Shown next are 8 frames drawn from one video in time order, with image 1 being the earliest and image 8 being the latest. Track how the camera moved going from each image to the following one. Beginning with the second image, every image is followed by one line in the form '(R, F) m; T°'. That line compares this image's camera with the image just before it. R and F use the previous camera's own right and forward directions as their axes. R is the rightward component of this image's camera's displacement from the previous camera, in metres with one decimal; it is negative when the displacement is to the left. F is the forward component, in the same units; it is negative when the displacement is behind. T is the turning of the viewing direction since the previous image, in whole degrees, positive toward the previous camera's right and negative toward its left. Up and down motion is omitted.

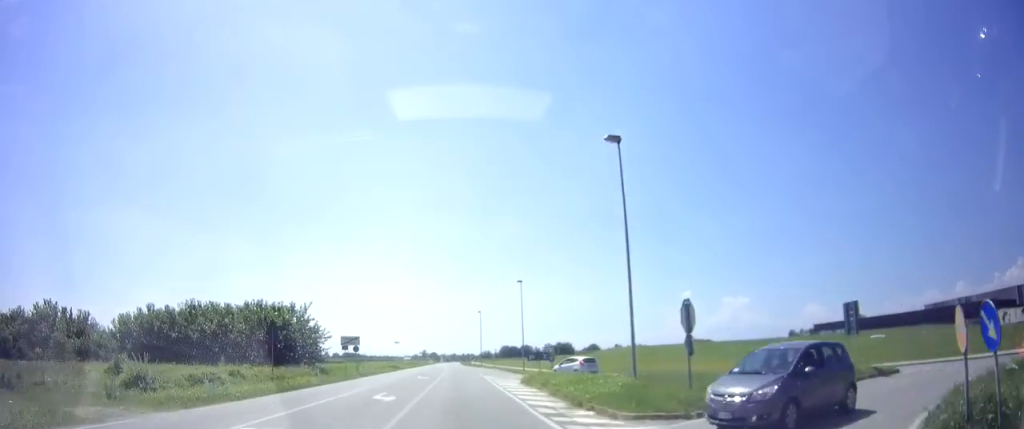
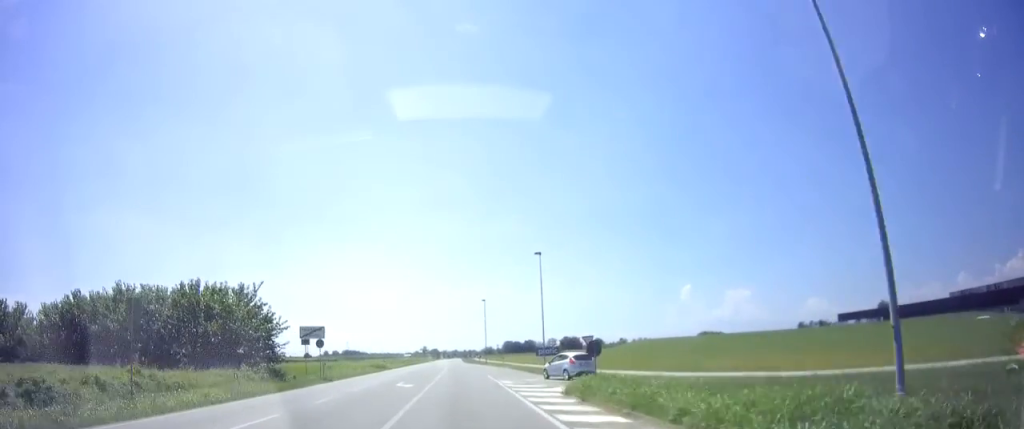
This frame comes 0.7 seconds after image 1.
(0.0, +12.5) m; 0°
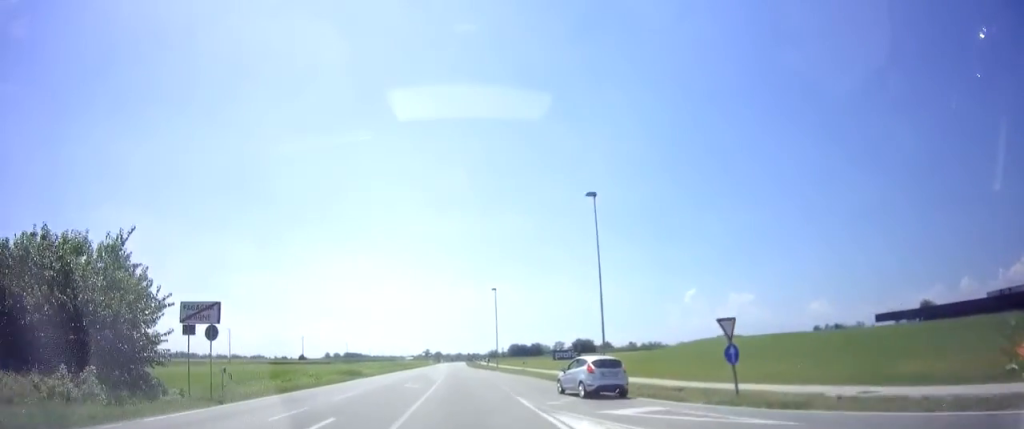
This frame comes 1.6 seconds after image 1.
(0.0, +16.1) m; 0°
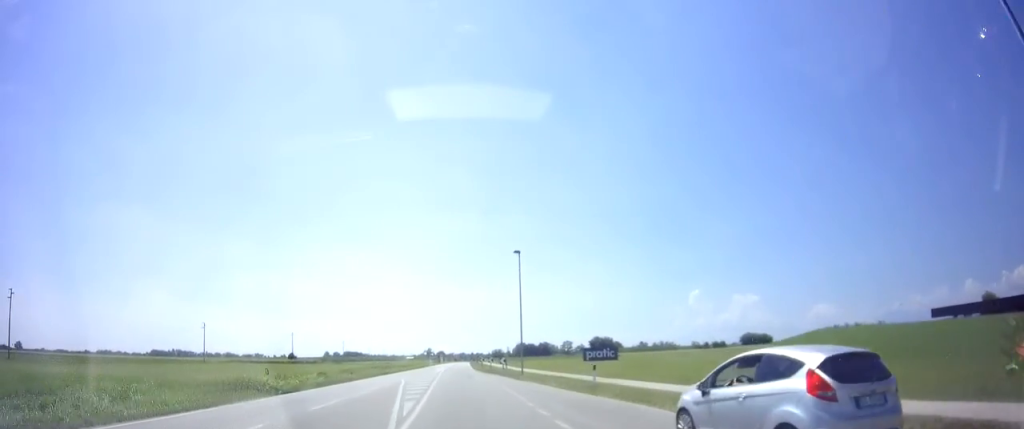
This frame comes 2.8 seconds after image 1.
(0.0, +21.5) m; 0°
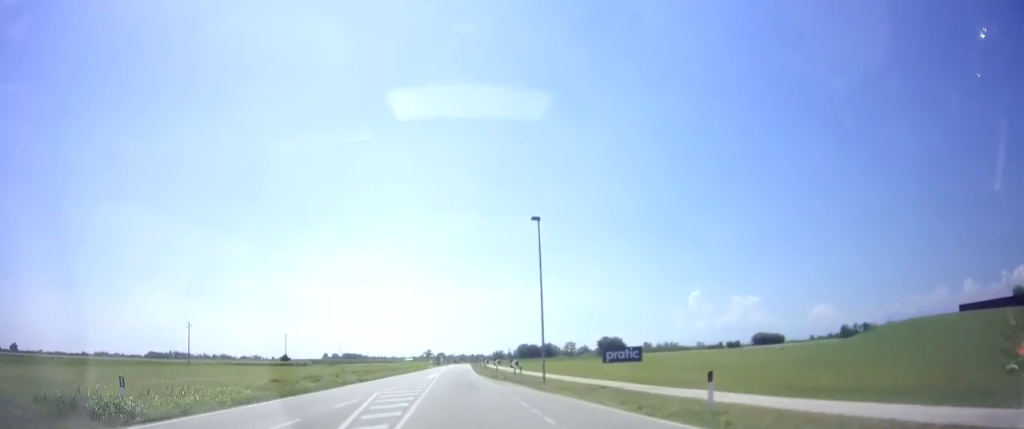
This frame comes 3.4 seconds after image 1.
(0.0, +10.1) m; 0°
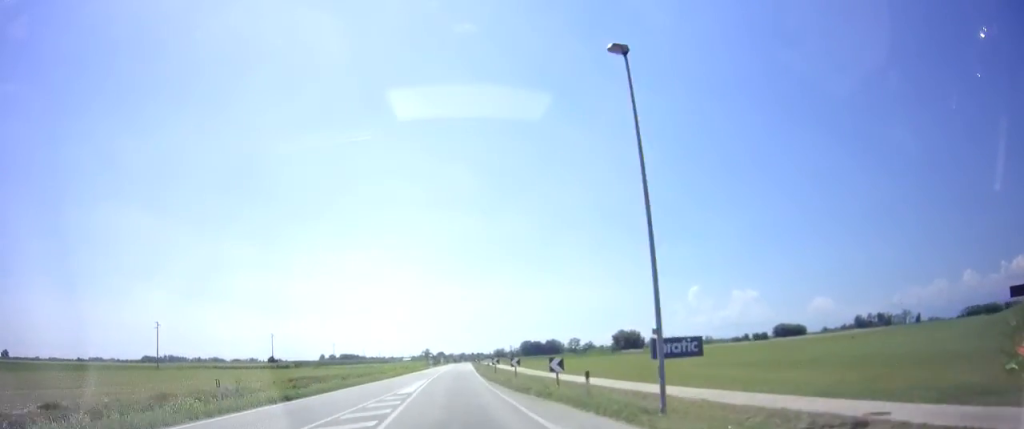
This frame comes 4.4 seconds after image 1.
(-0.1, +17.9) m; -1°
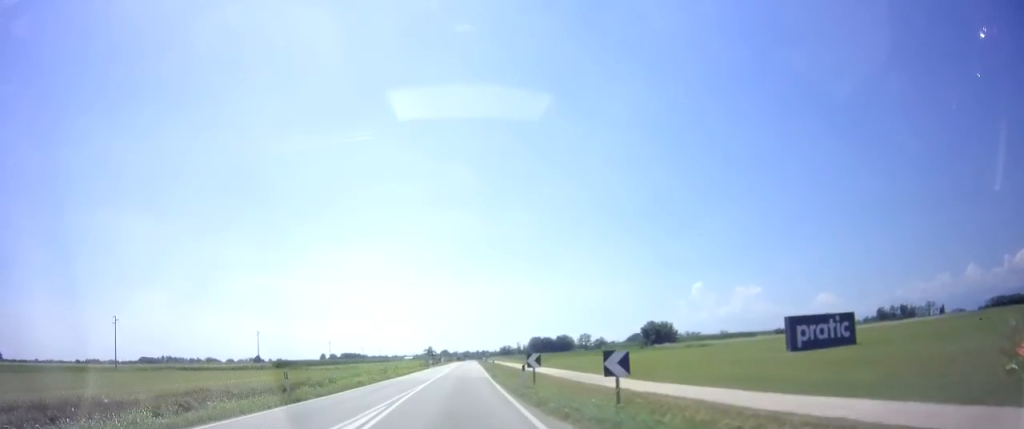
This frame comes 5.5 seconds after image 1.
(-0.1, +20.9) m; 0°
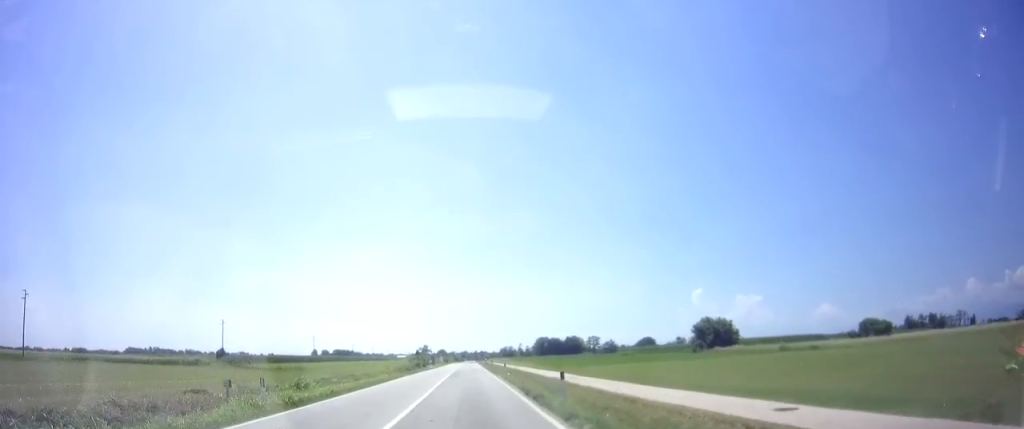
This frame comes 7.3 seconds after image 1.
(-0.1, +31.0) m; 0°
